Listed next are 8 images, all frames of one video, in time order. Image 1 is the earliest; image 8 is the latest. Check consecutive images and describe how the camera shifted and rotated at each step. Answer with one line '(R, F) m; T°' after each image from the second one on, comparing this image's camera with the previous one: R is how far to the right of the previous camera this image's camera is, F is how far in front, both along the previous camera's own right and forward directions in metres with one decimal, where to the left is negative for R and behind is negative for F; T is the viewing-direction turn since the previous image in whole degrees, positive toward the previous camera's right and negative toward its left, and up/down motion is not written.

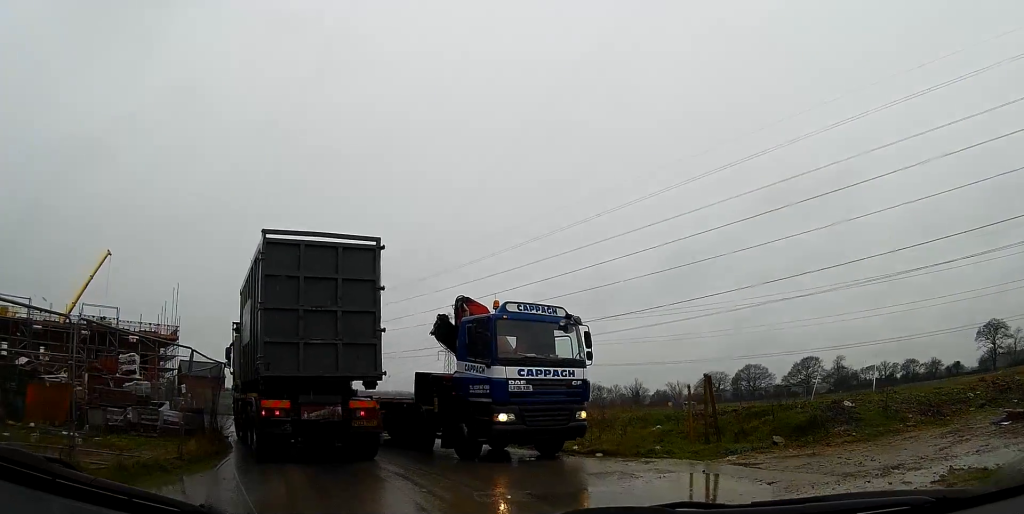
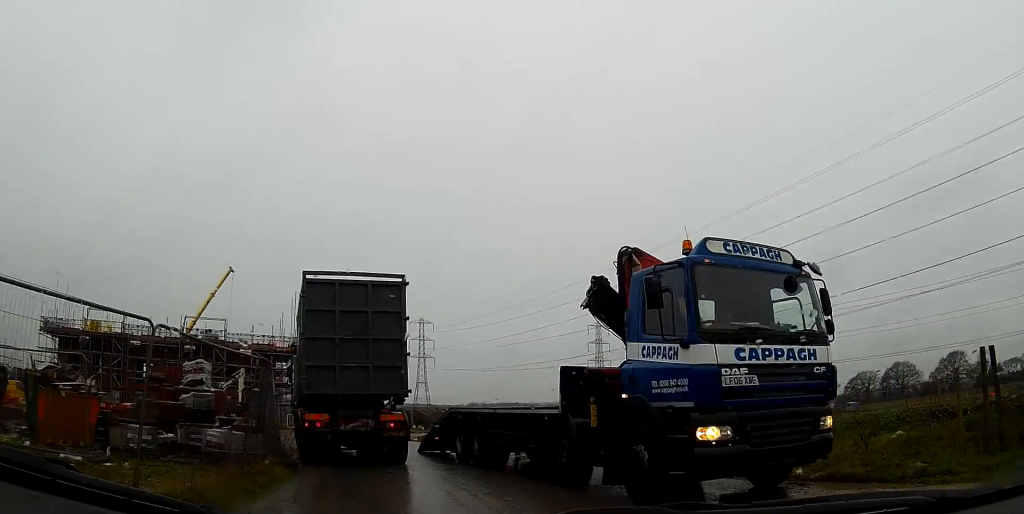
(-0.5, +3.4) m; -4°
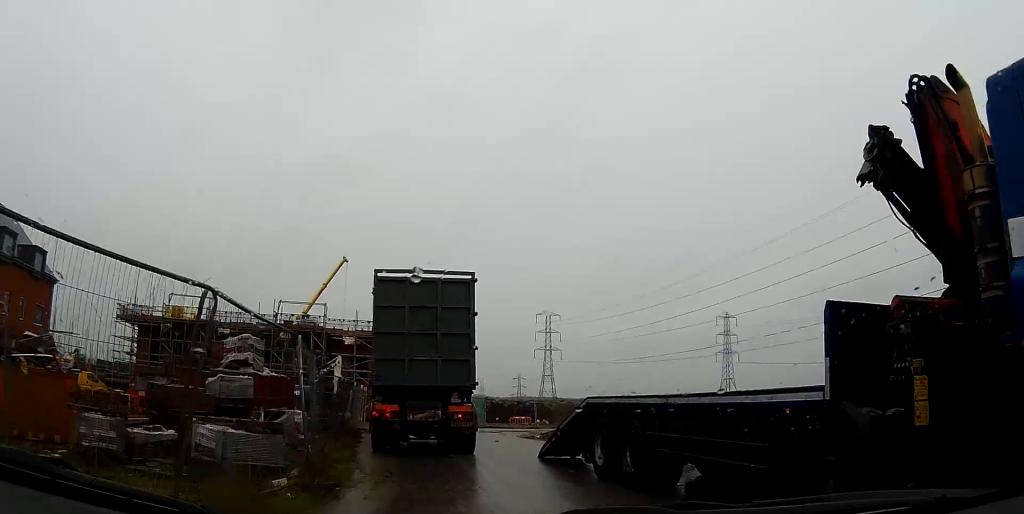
(+0.2, +3.2) m; -11°
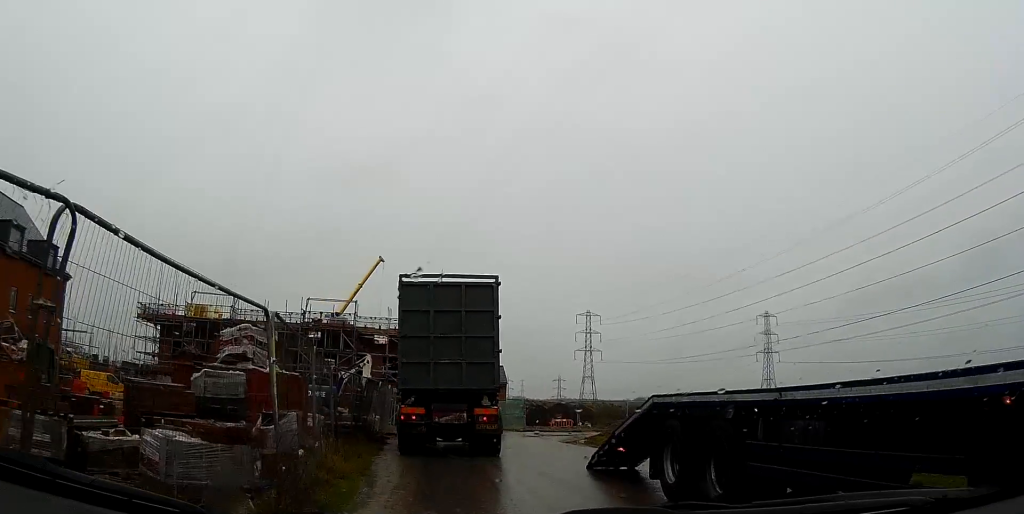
(-0.2, +1.8) m; -12°
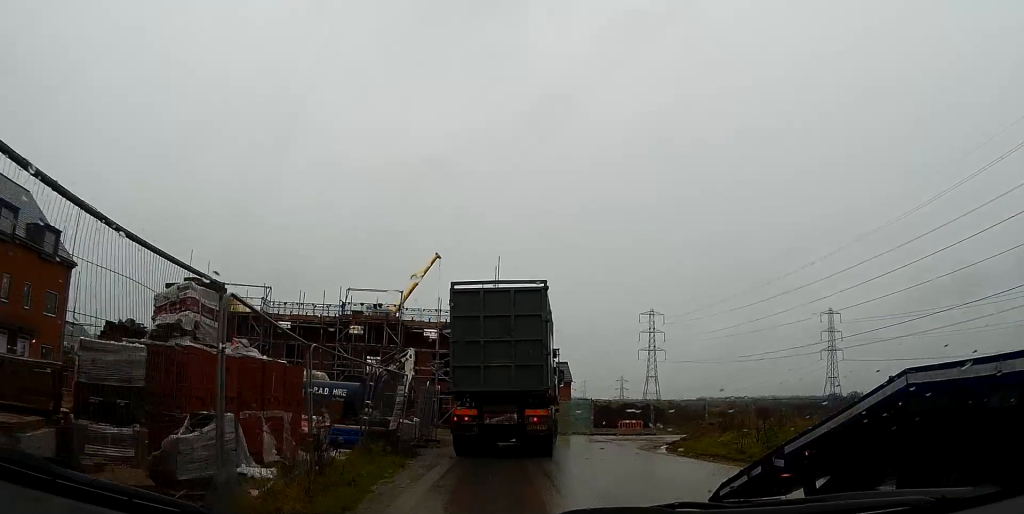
(-0.9, +4.2) m; -13°
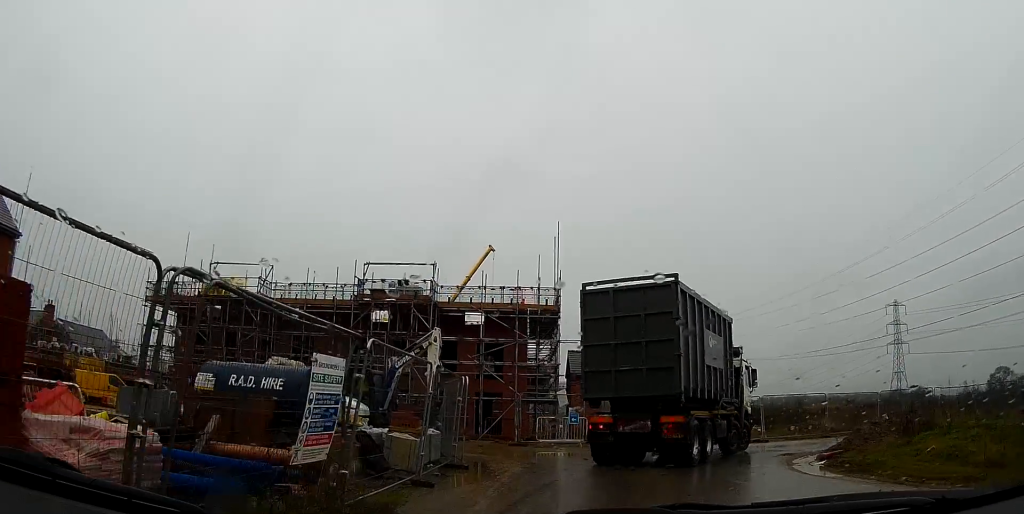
(-0.3, +7.2) m; -4°
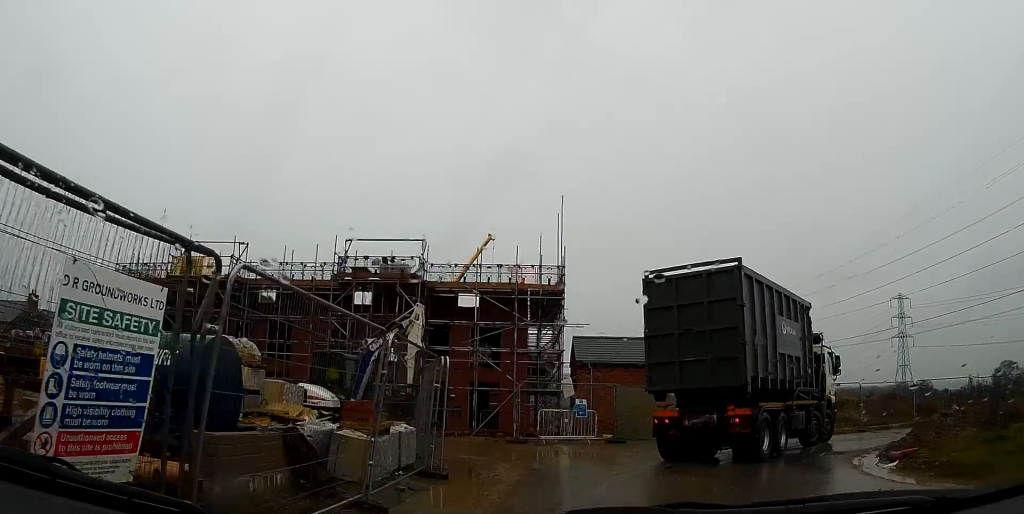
(0.0, +2.8) m; 0°
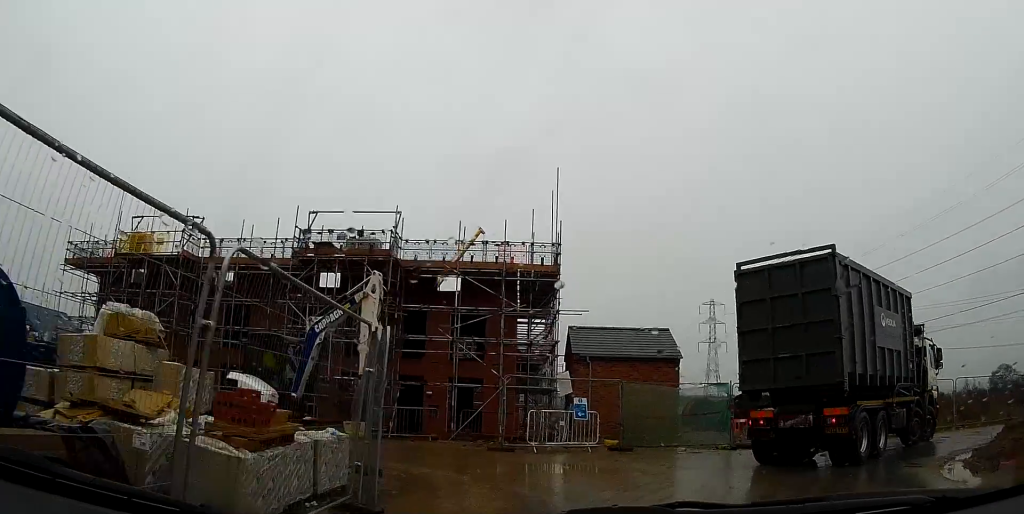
(0.0, +3.3) m; +1°
